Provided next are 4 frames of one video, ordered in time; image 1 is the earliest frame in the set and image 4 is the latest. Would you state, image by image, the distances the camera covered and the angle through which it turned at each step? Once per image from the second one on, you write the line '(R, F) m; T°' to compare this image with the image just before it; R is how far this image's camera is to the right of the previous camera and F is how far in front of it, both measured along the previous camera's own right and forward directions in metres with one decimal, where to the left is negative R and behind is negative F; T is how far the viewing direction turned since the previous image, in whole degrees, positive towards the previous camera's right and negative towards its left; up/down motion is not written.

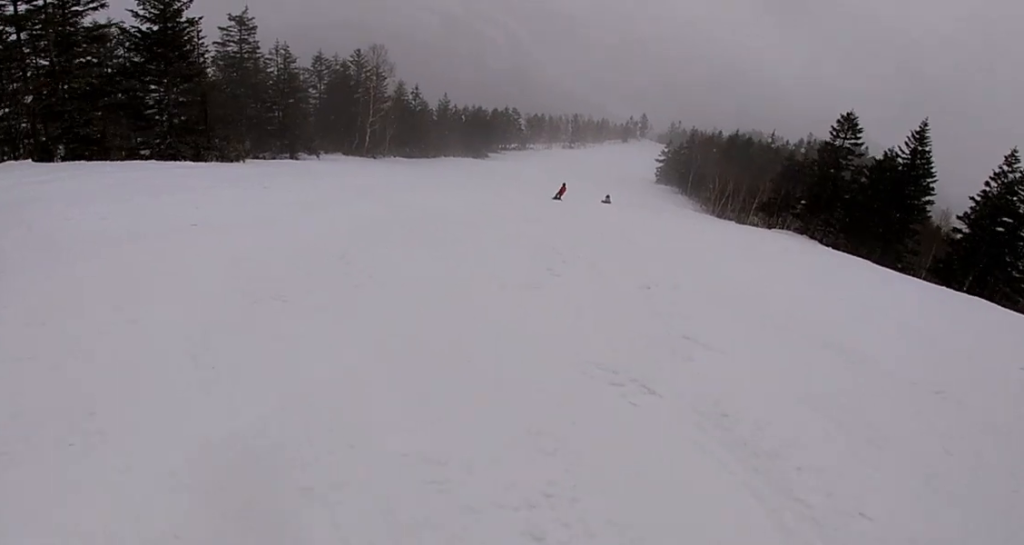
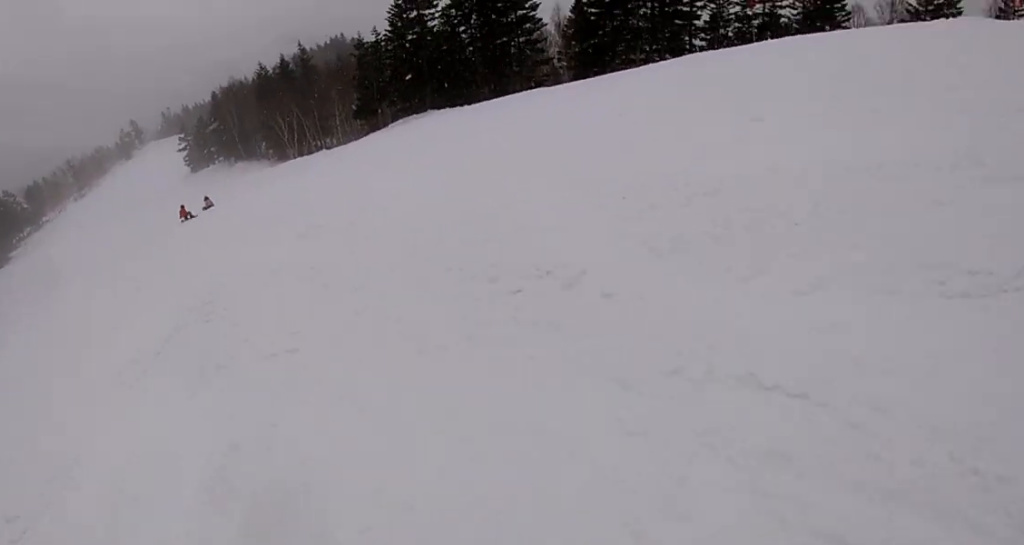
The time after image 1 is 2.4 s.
(+3.2, +11.9) m; +33°
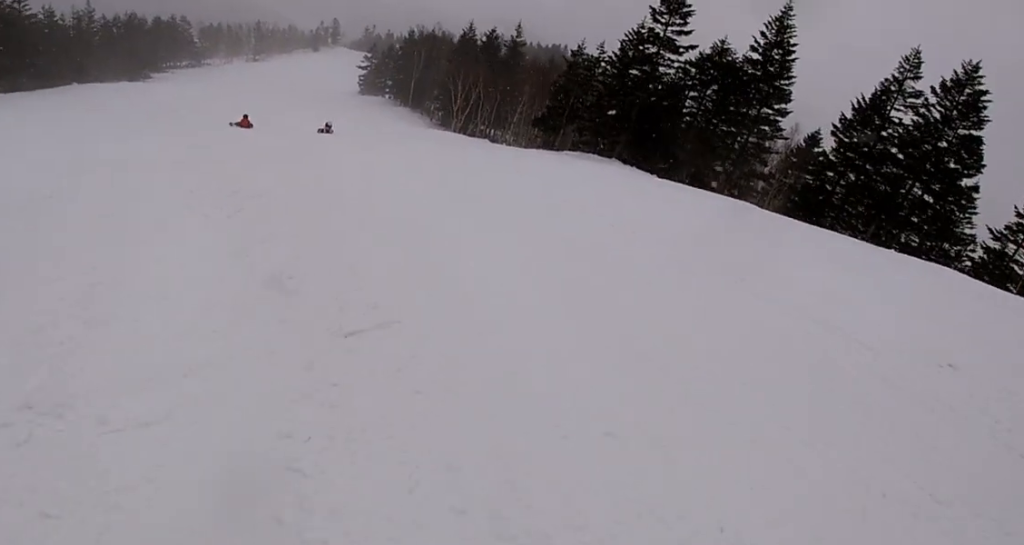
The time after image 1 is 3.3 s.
(-0.3, +5.6) m; -15°
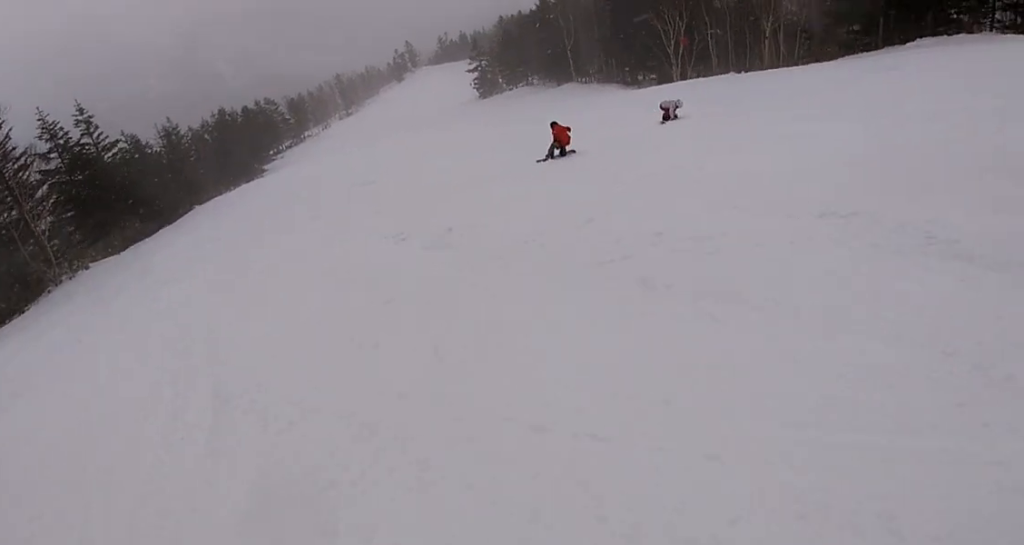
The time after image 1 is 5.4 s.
(-3.2, +14.2) m; -8°
